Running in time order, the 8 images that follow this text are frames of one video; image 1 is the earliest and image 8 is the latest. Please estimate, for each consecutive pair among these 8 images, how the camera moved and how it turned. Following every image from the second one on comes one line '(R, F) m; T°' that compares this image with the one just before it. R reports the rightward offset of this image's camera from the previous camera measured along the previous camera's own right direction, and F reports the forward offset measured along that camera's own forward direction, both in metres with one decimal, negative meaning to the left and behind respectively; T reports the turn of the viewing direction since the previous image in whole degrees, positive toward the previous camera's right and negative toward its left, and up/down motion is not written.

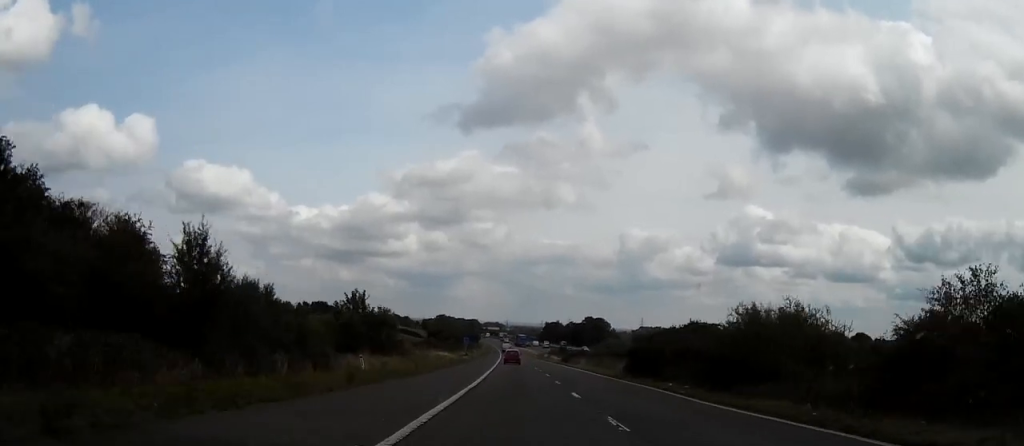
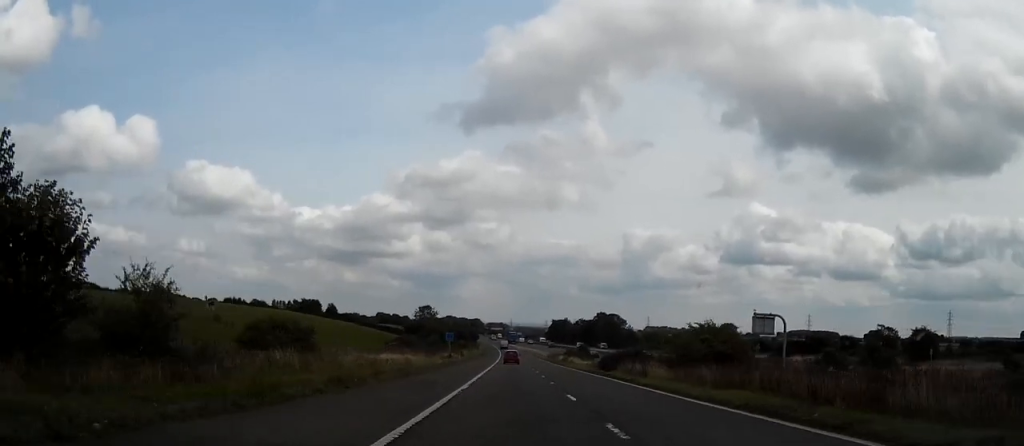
(-0.1, +36.5) m; -1°
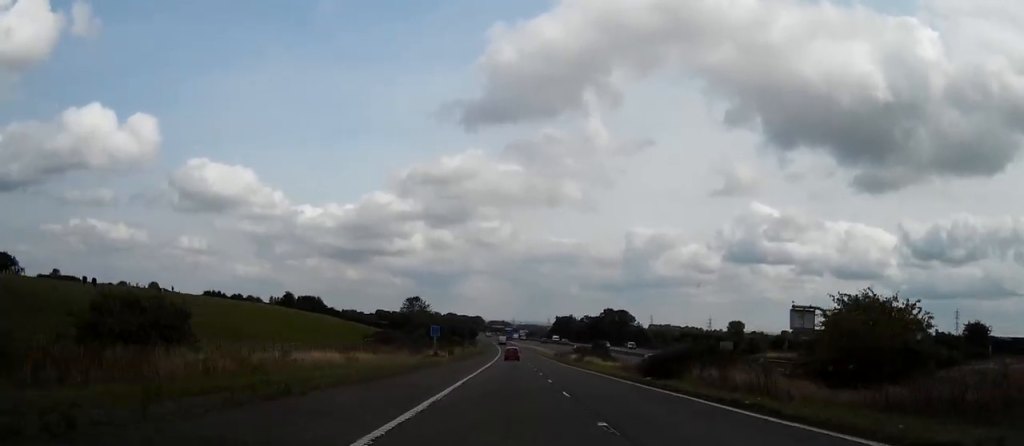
(-0.1, +17.7) m; -1°
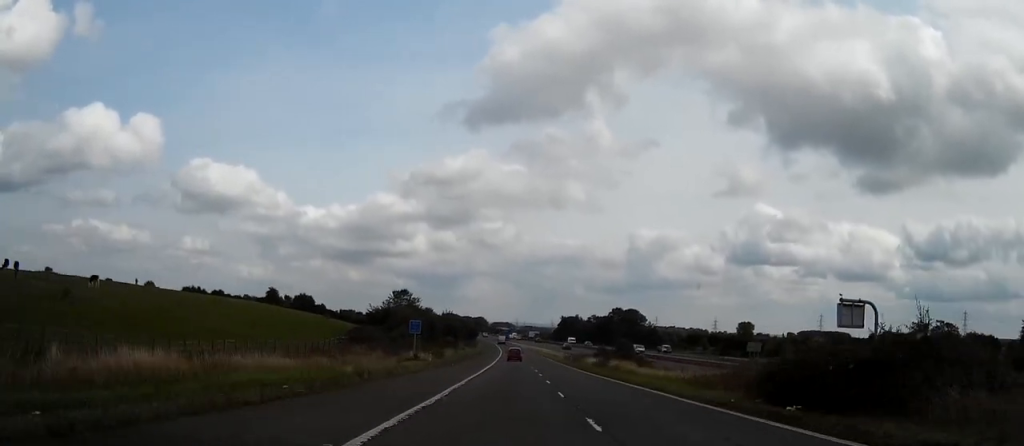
(0.0, +16.3) m; 0°
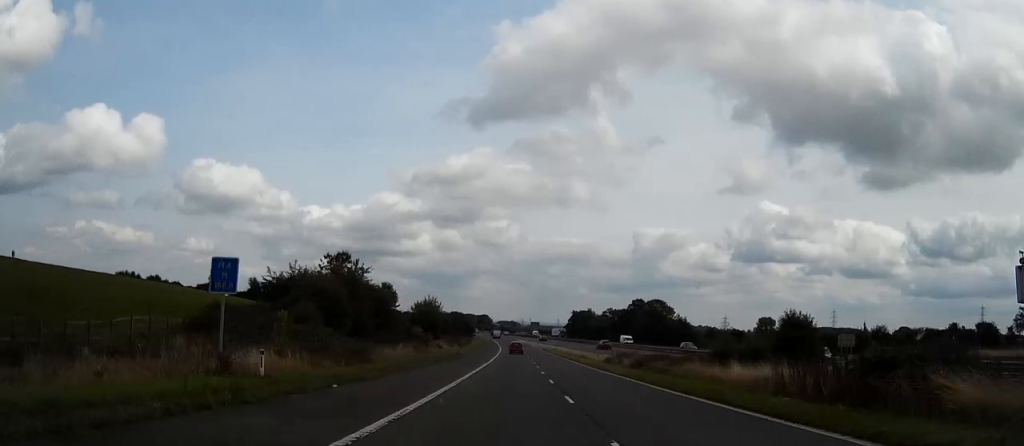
(-0.1, +39.0) m; 0°
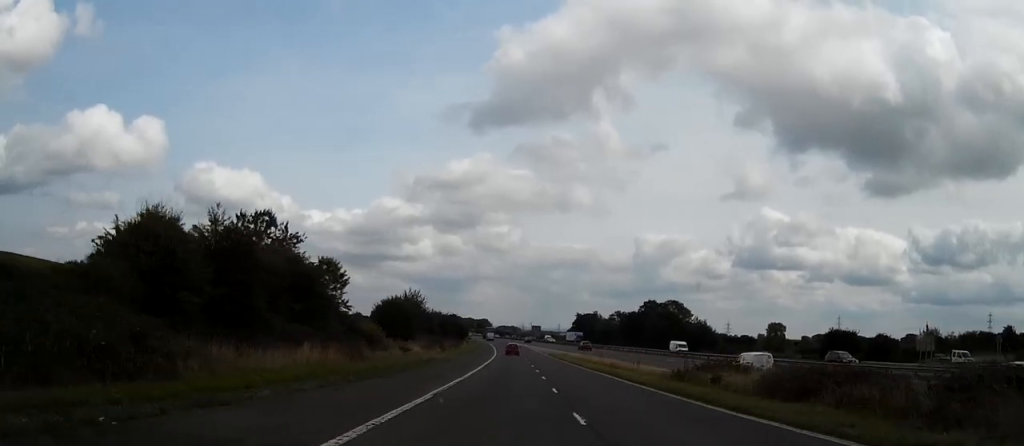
(0.0, +22.0) m; 0°
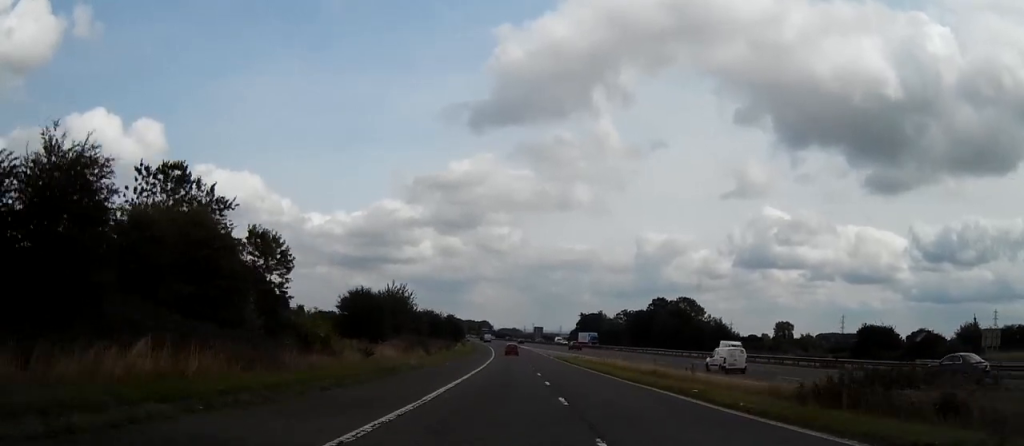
(0.0, +13.1) m; 0°
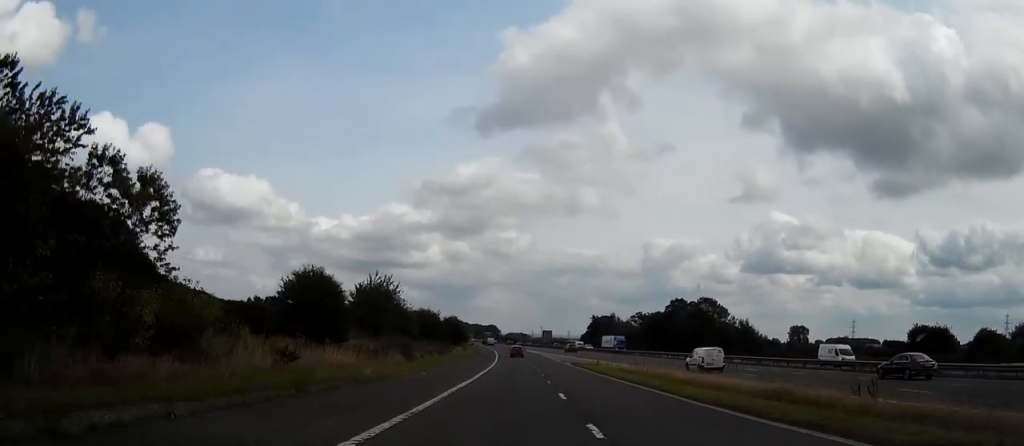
(0.0, +15.0) m; 0°
